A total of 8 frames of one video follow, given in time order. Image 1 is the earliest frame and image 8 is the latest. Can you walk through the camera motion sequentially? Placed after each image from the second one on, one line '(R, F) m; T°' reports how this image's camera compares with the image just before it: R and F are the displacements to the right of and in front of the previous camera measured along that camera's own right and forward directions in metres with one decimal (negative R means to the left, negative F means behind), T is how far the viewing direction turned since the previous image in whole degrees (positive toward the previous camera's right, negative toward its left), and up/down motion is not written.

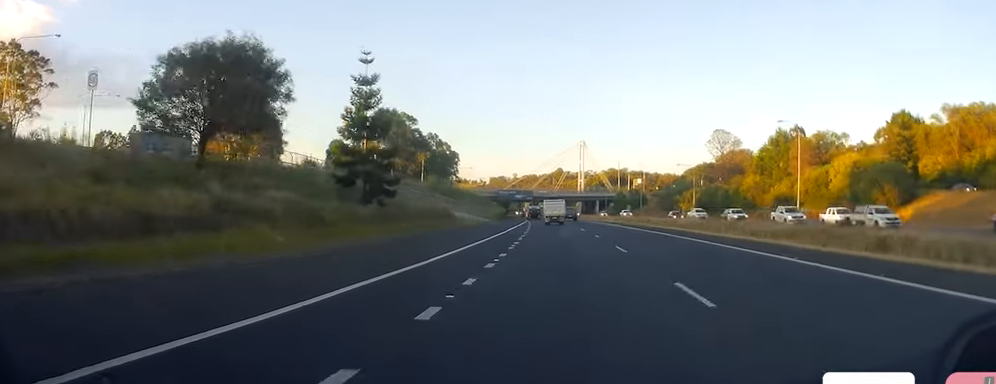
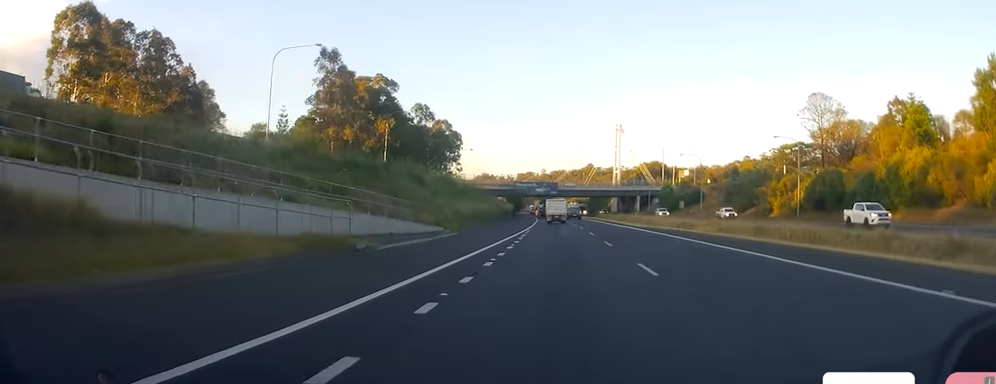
(-1.4, +55.1) m; -2°
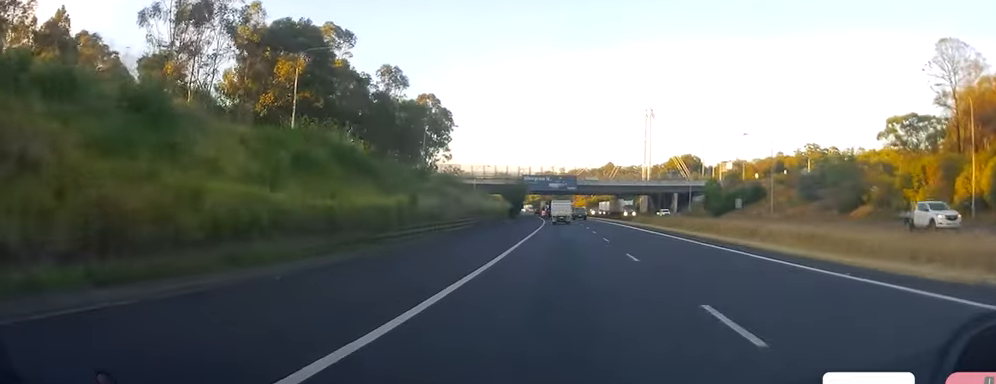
(-0.1, +43.2) m; -1°
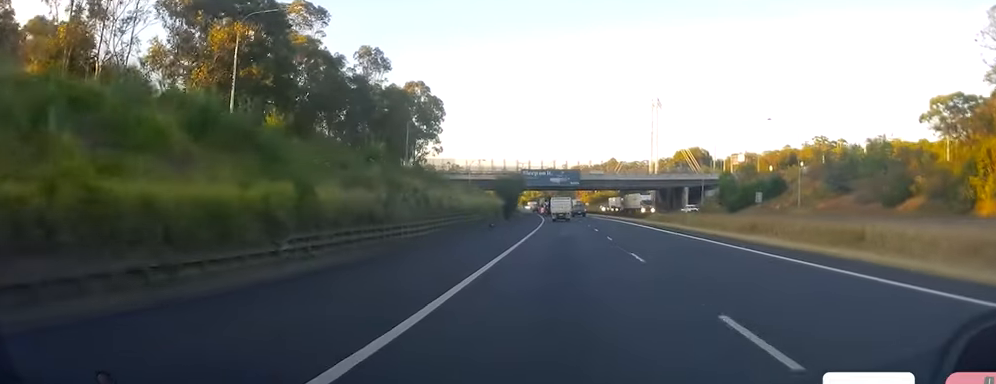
(+0.1, +12.9) m; -1°
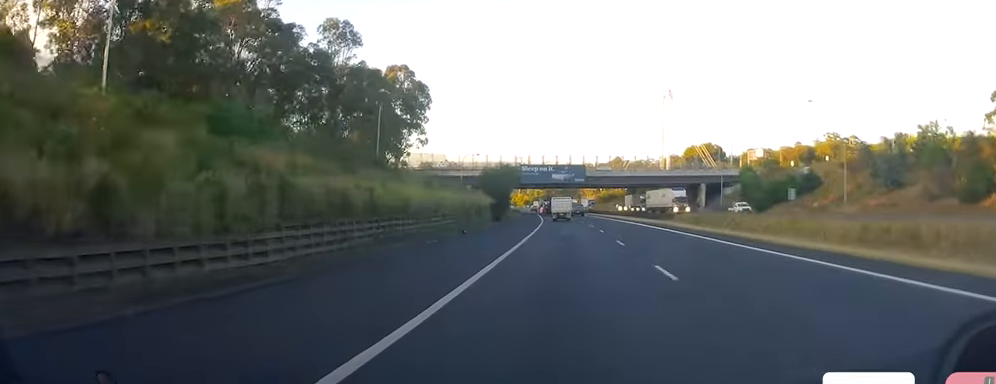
(-0.4, +16.6) m; -1°
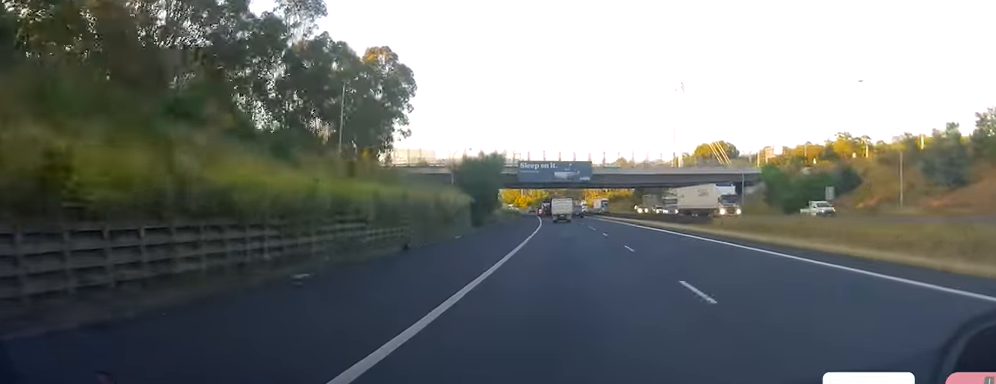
(-0.2, +14.8) m; 0°
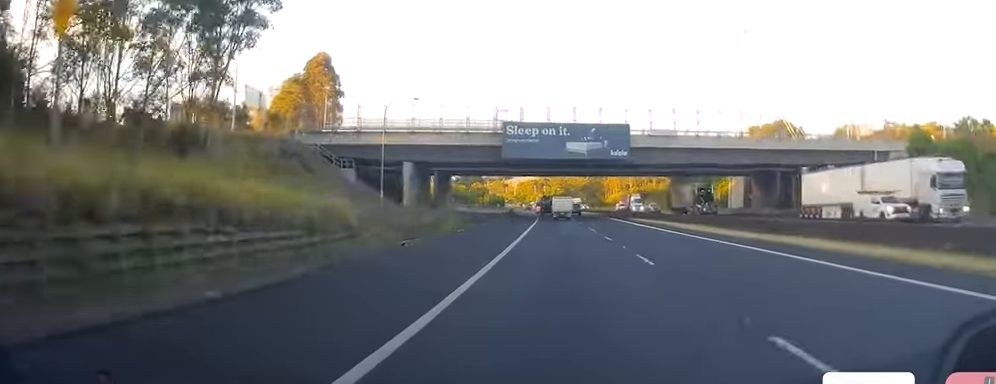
(0.0, +53.4) m; 0°
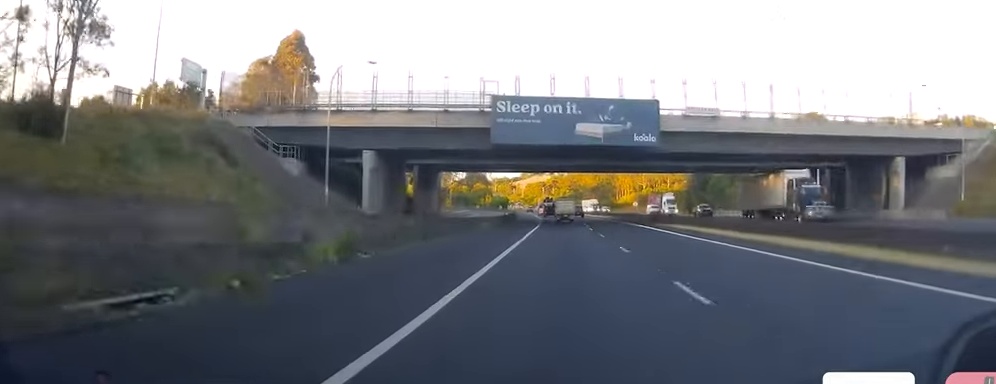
(+0.2, +18.0) m; -1°
